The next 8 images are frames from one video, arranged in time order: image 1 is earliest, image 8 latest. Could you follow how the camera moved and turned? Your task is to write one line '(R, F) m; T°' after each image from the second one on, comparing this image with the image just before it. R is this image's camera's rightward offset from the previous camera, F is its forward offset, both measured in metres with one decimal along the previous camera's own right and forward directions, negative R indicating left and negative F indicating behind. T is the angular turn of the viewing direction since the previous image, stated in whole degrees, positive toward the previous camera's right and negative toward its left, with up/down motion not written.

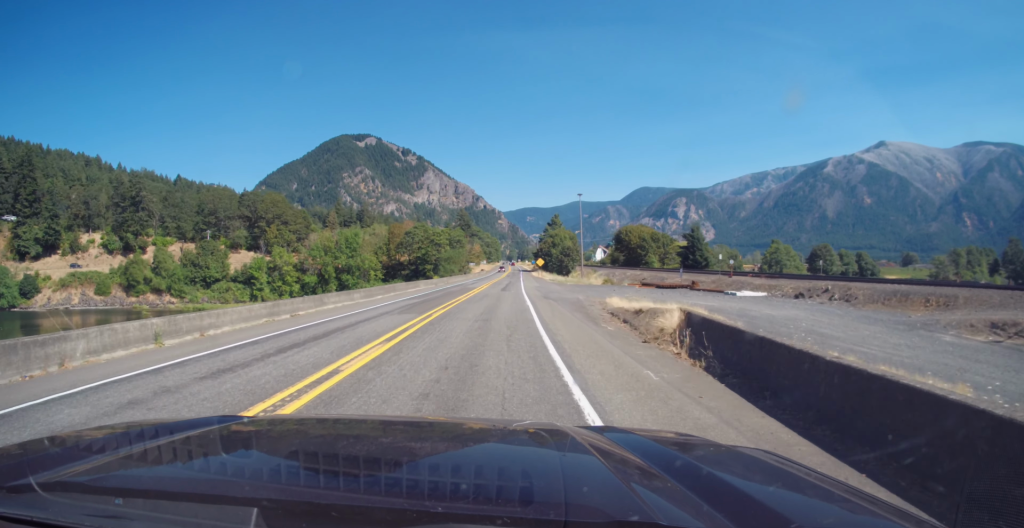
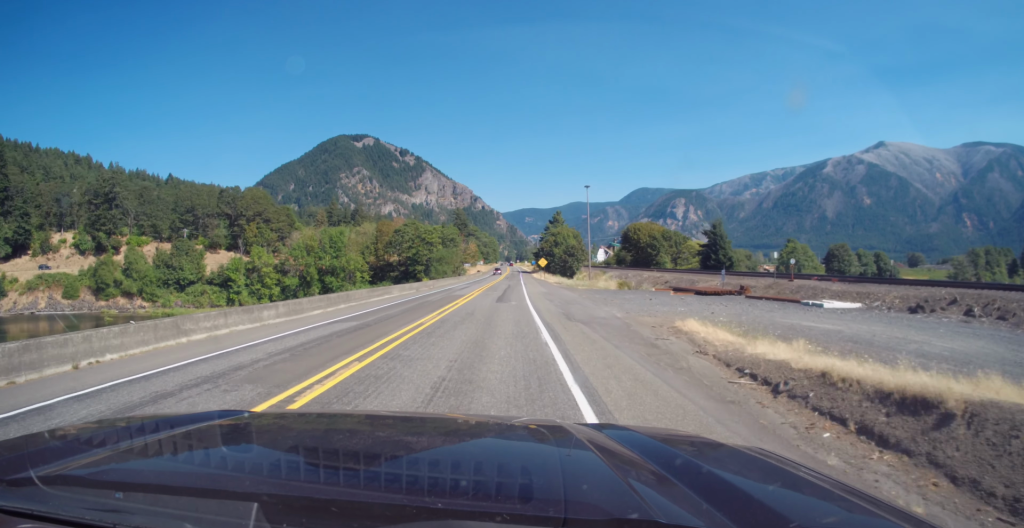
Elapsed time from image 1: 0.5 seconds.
(+0.2, +14.5) m; 0°
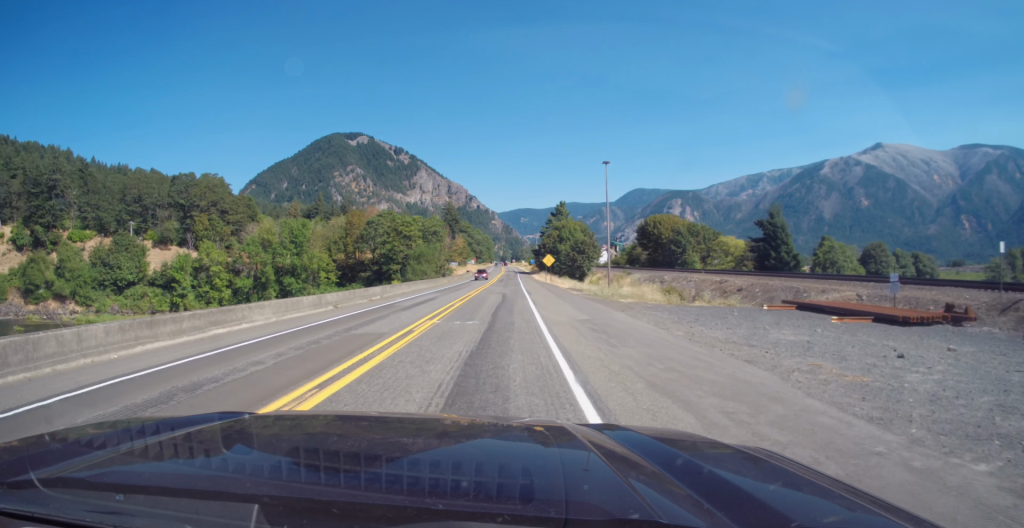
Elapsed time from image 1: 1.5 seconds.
(-0.5, +27.2) m; 0°
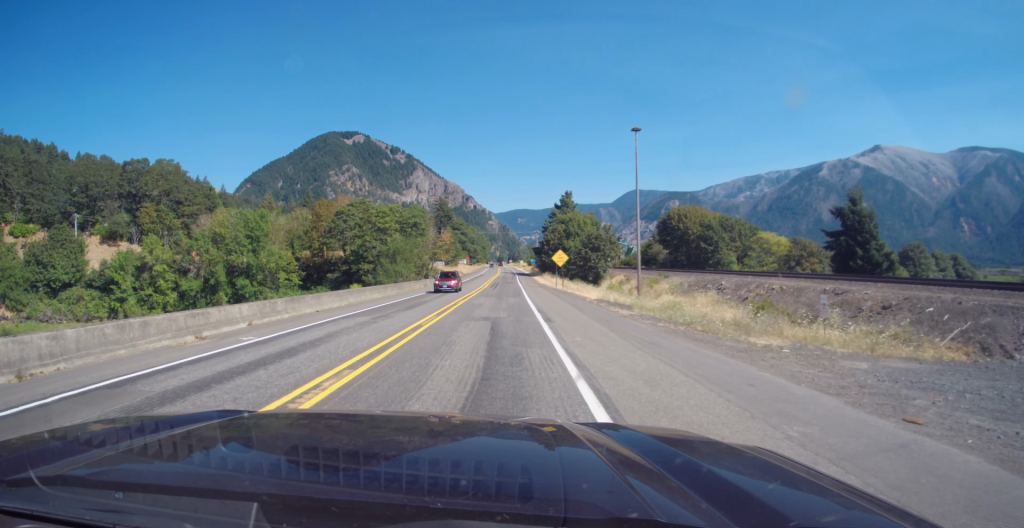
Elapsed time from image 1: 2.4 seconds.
(+0.3, +22.8) m; +1°
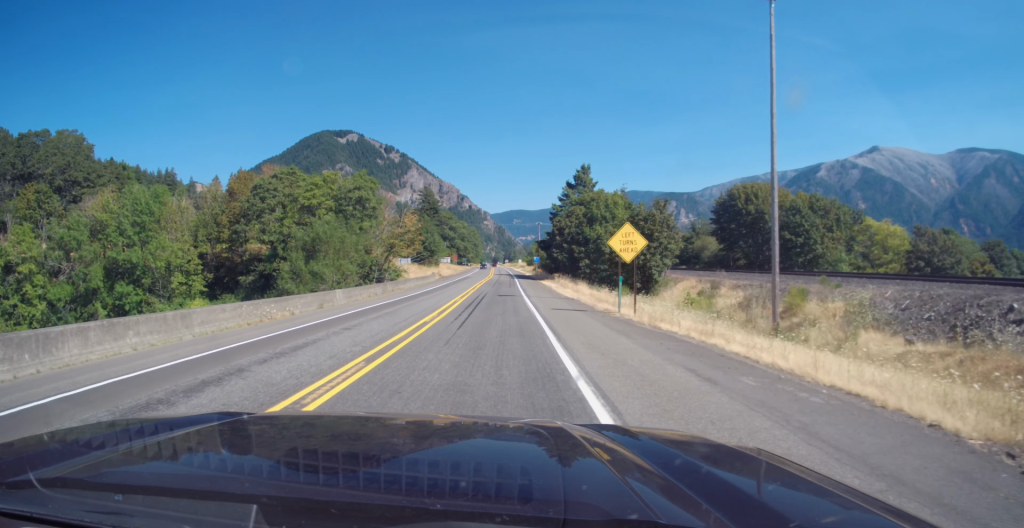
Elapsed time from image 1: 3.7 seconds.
(+0.3, +36.4) m; +1°
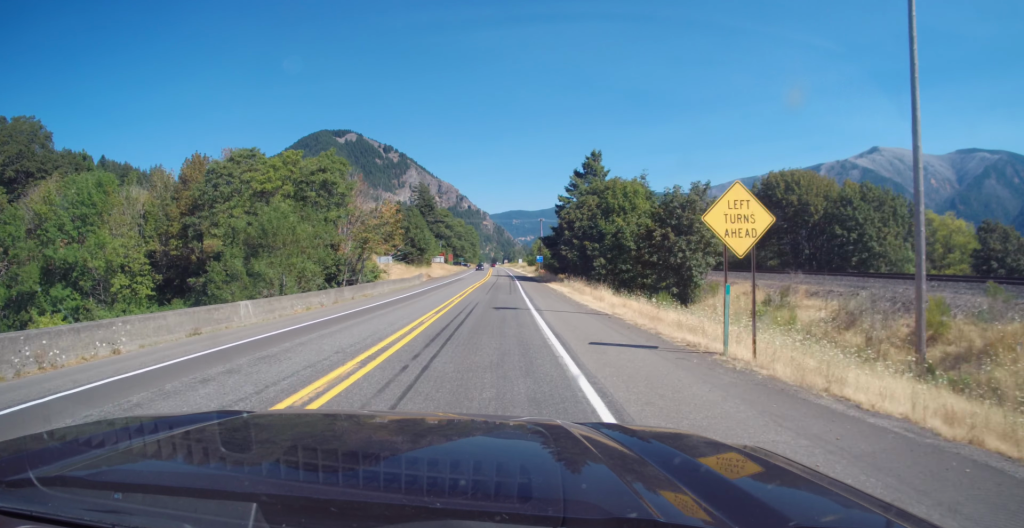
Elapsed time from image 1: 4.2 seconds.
(0.0, +12.2) m; 0°
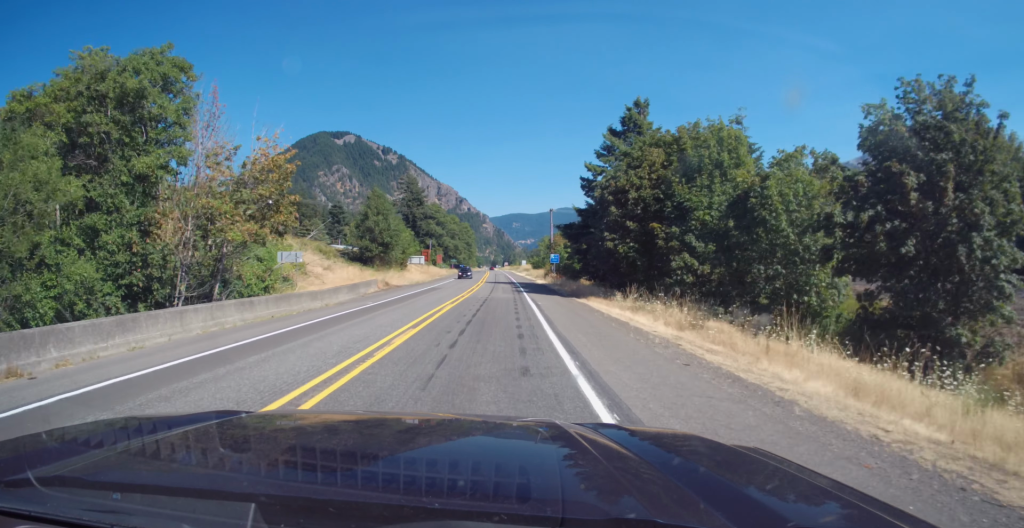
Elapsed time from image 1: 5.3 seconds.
(-0.1, +29.9) m; -1°
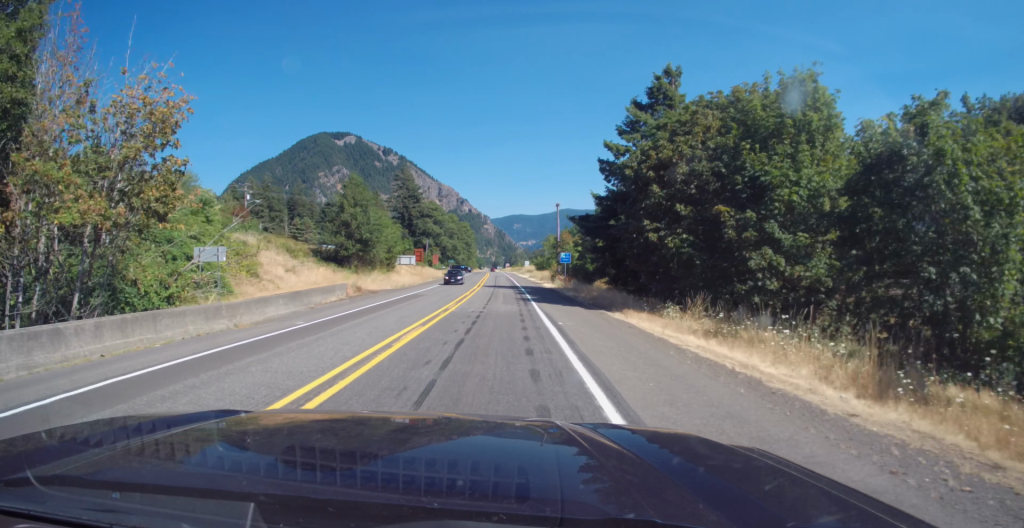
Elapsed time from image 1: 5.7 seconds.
(0.0, +10.9) m; 0°
